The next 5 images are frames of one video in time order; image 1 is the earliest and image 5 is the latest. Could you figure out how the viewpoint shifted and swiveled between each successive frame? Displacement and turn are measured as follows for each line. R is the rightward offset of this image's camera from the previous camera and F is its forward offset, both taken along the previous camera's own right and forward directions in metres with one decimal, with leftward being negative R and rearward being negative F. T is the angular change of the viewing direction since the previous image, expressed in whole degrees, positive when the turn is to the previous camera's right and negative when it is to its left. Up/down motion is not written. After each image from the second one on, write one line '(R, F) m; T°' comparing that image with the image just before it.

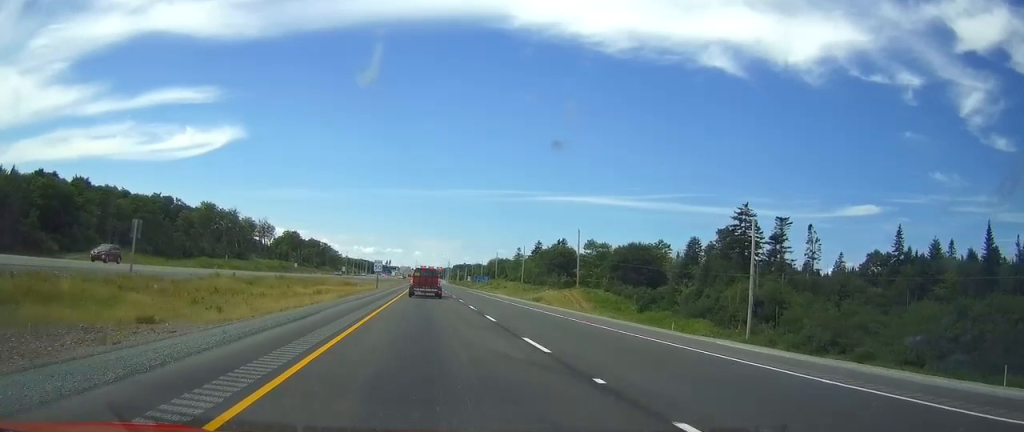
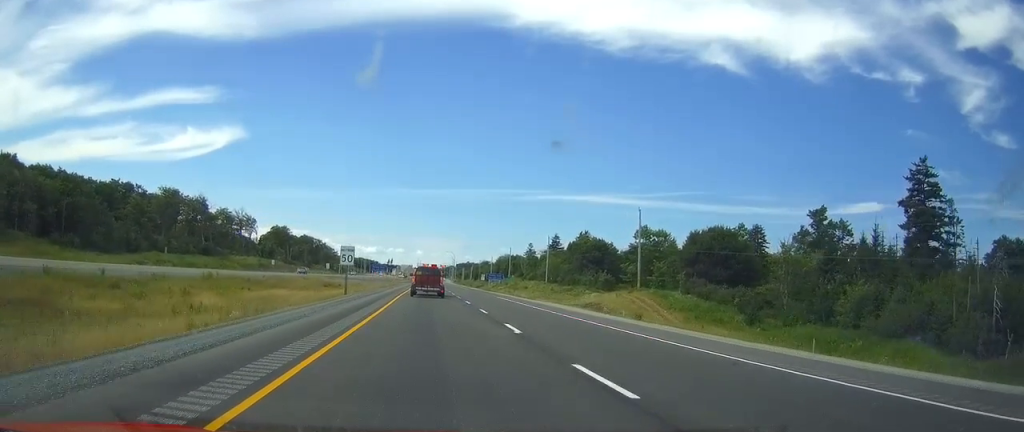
(+0.1, +31.6) m; 0°
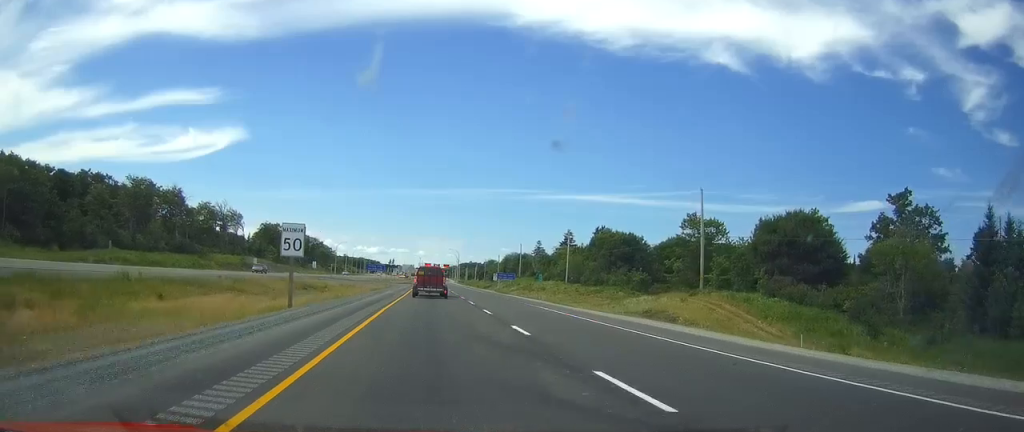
(-0.1, +18.8) m; 0°
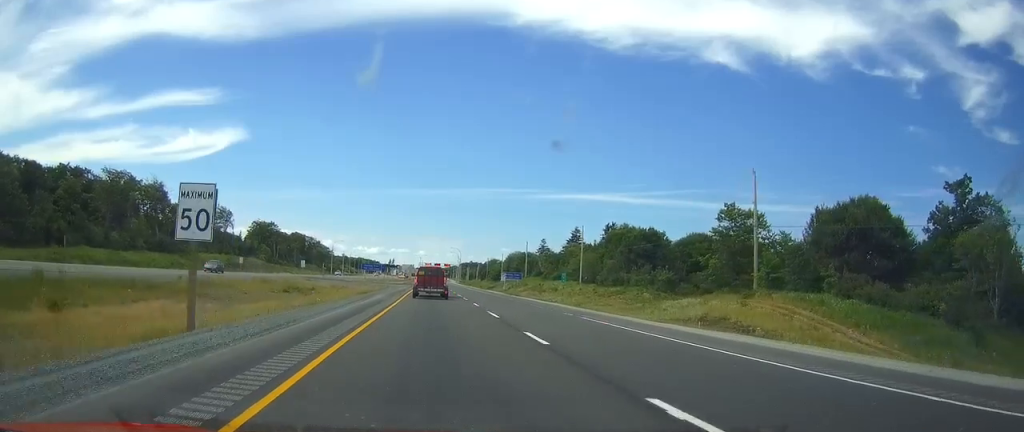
(0.0, +11.2) m; 0°
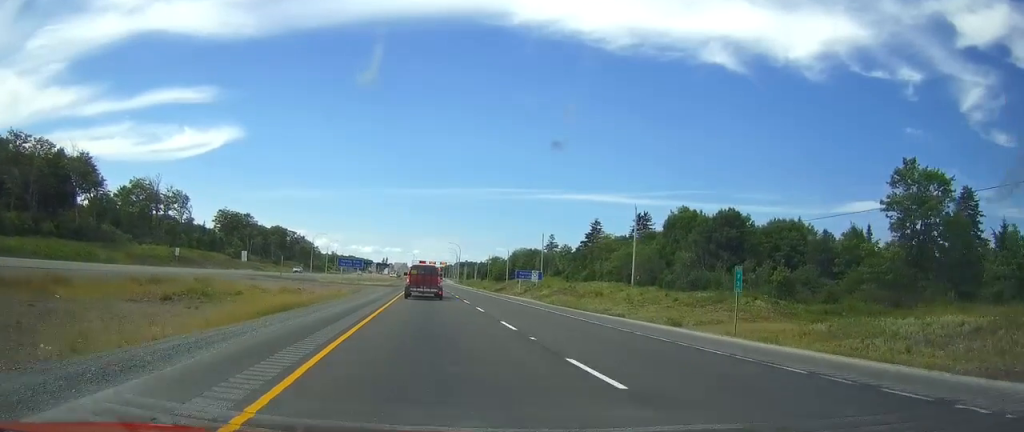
(+0.1, +32.6) m; +1°
